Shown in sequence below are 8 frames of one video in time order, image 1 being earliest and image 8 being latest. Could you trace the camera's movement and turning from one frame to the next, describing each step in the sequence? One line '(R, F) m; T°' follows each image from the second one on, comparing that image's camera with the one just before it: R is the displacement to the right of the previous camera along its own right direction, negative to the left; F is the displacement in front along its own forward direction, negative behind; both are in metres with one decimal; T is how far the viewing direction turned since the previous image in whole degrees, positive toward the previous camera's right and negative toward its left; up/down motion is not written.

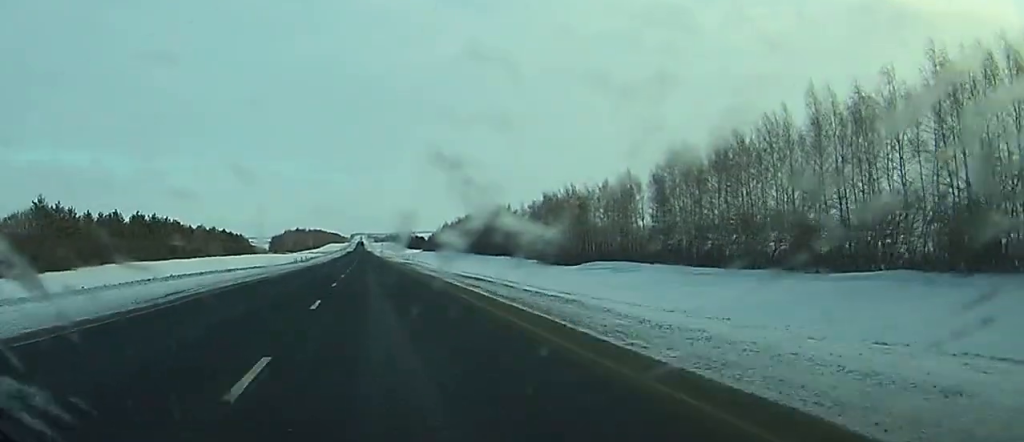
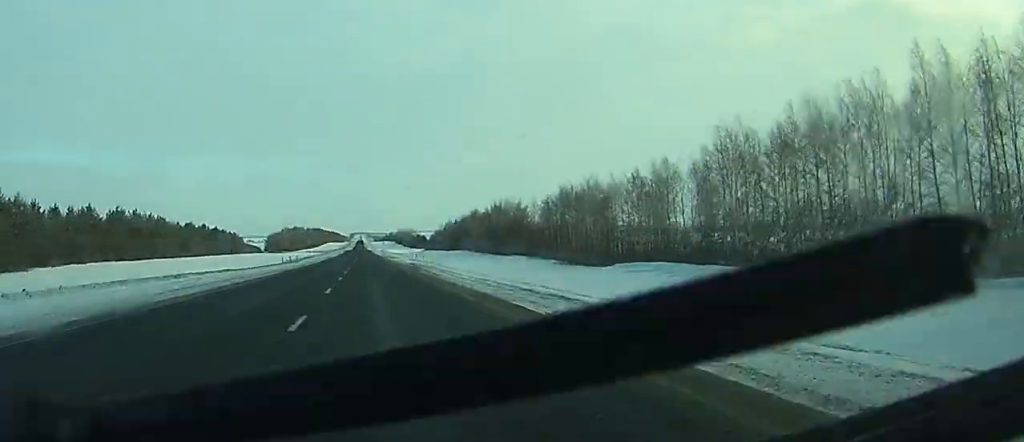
(0.0, +18.0) m; 0°
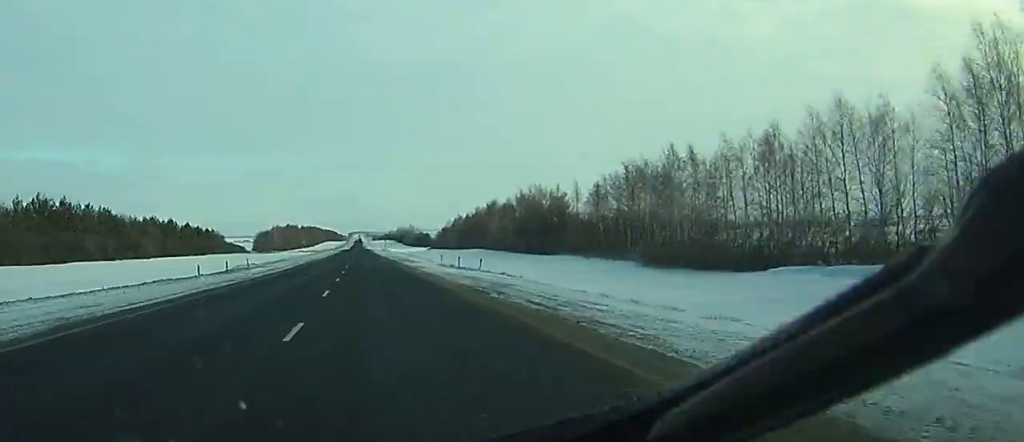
(0.0, +49.1) m; 0°
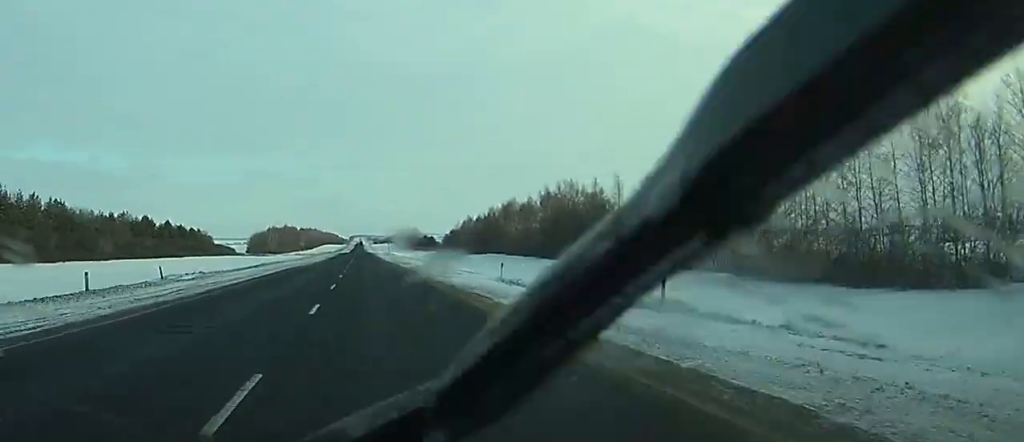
(-0.1, +29.8) m; 0°
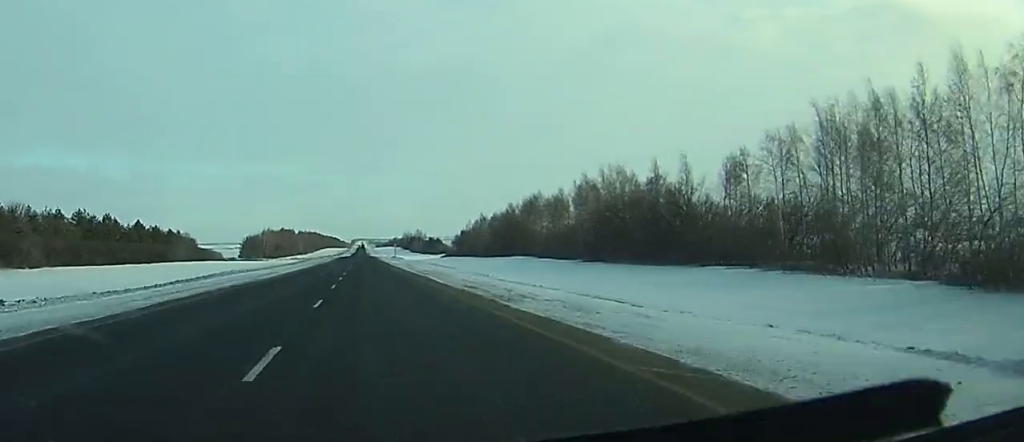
(0.0, +33.3) m; 0°
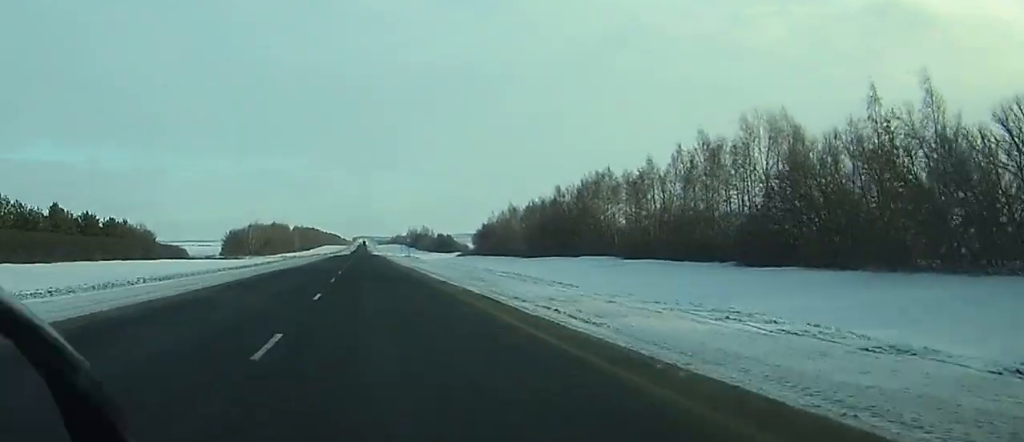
(-0.1, +57.9) m; 0°
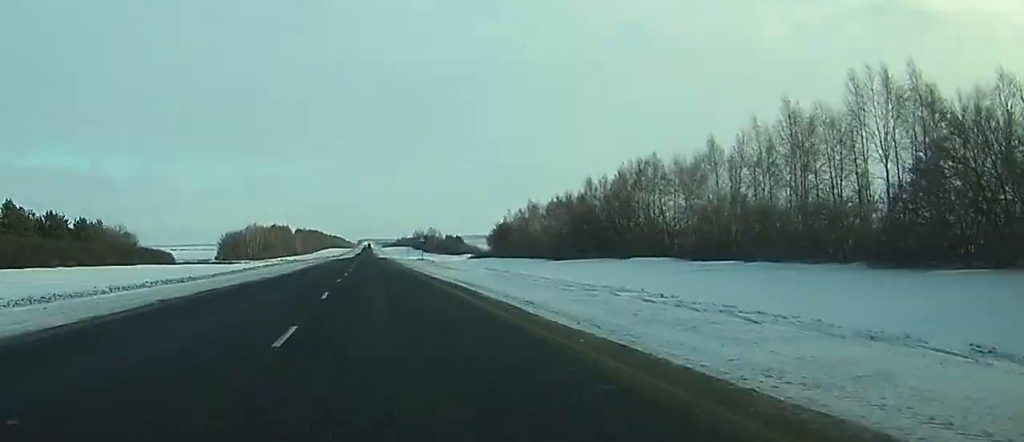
(0.0, +22.4) m; 0°
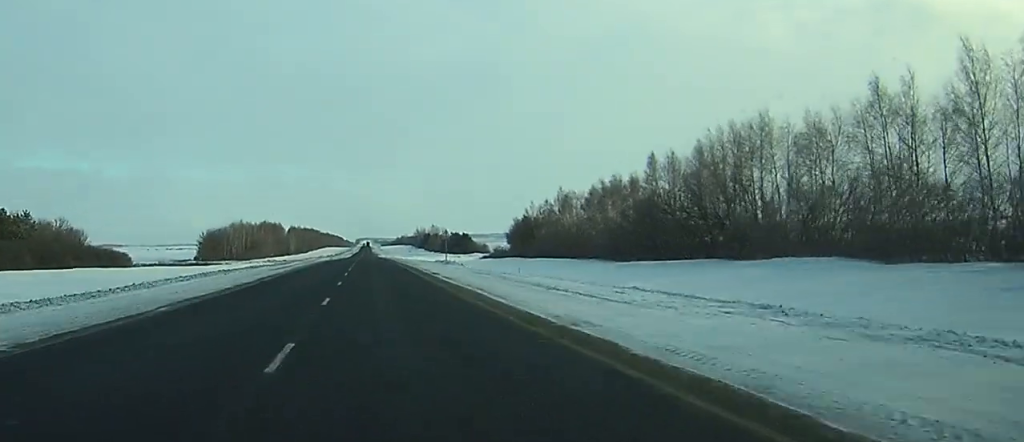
(0.0, +37.8) m; 0°
